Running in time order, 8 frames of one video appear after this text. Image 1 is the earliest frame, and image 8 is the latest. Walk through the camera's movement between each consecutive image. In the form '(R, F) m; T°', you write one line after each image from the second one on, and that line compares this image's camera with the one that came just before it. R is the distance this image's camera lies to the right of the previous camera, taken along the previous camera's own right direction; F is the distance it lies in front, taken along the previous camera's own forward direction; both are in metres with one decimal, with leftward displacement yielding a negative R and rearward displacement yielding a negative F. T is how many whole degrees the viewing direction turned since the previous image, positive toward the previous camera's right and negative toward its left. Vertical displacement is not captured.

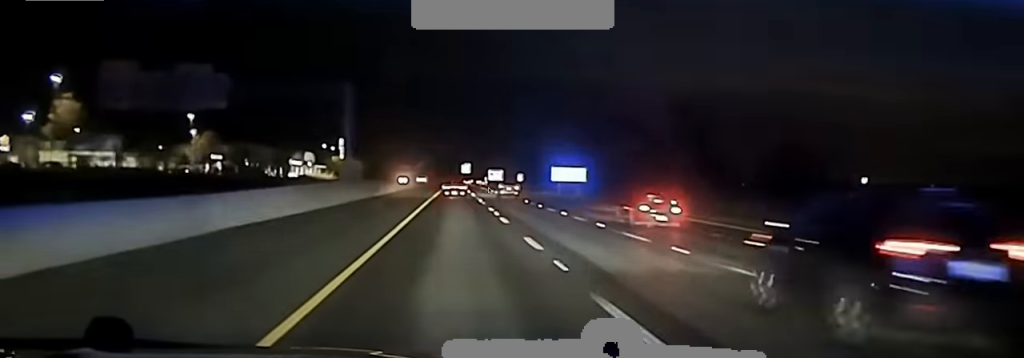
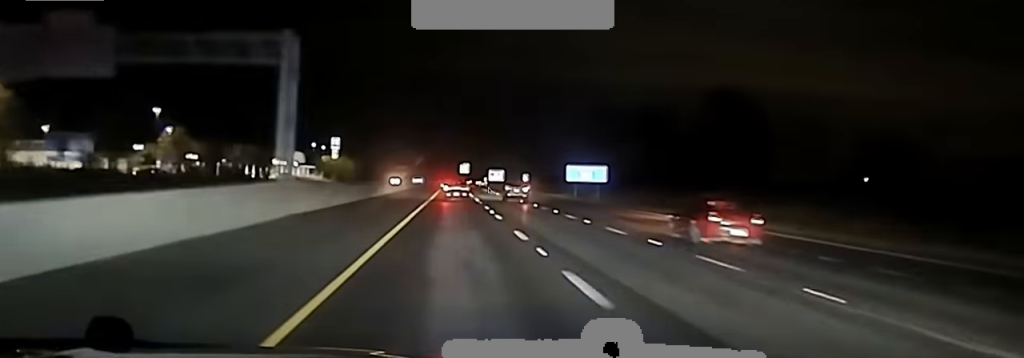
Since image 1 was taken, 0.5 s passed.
(0.0, +23.9) m; 0°
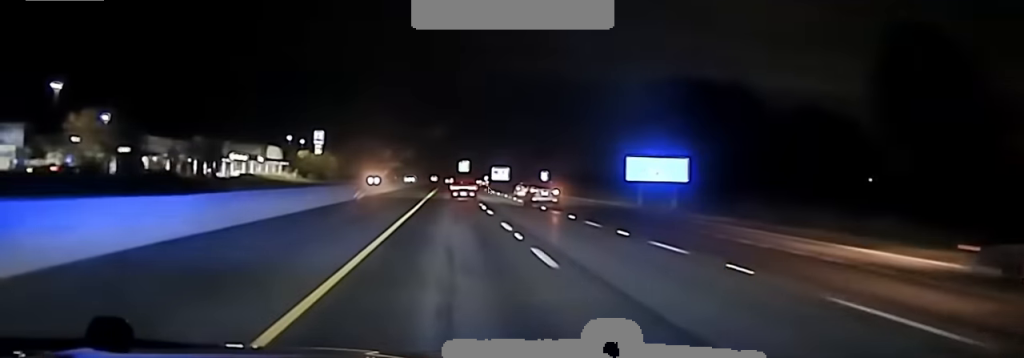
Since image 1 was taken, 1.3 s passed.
(-0.1, +48.8) m; 0°
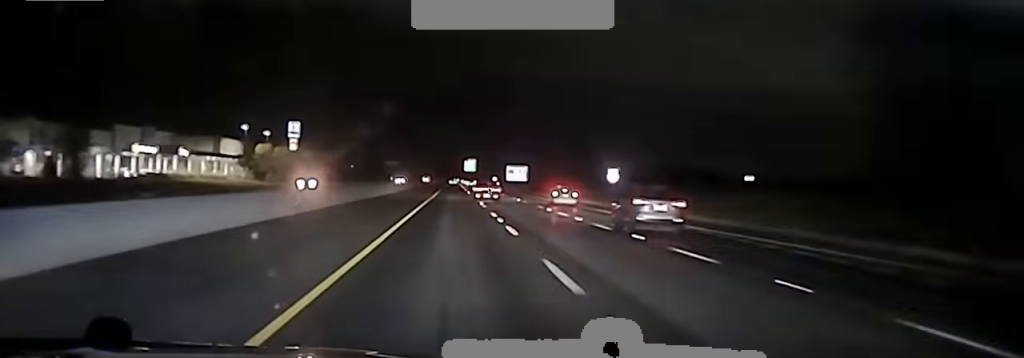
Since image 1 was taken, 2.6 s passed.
(-0.1, +67.3) m; 0°
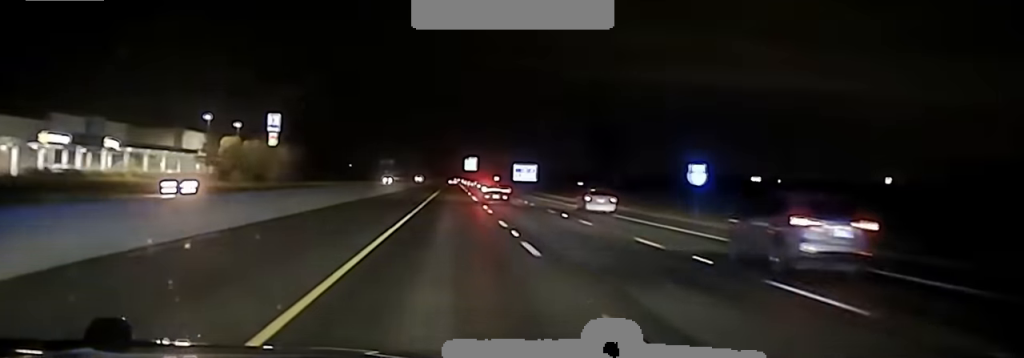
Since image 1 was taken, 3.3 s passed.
(0.0, +27.5) m; 0°
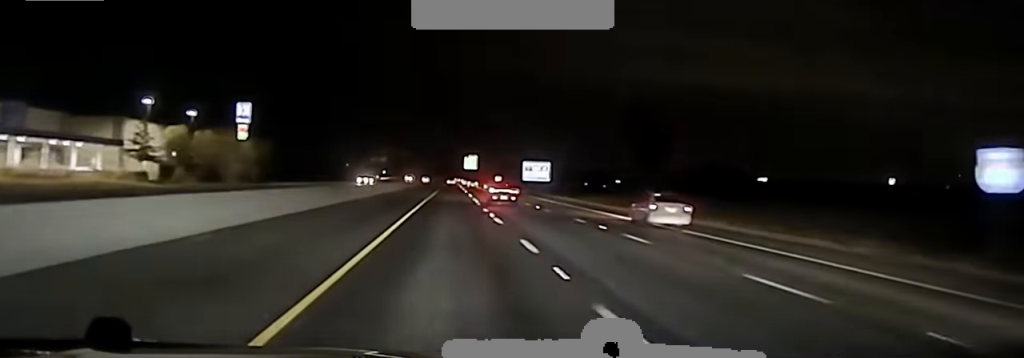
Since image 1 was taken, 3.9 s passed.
(+0.1, +29.4) m; 0°
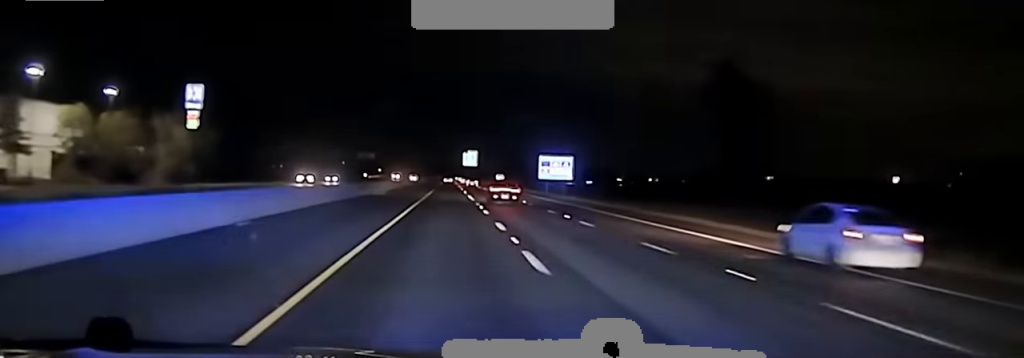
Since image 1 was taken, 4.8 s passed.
(+0.1, +37.2) m; 0°
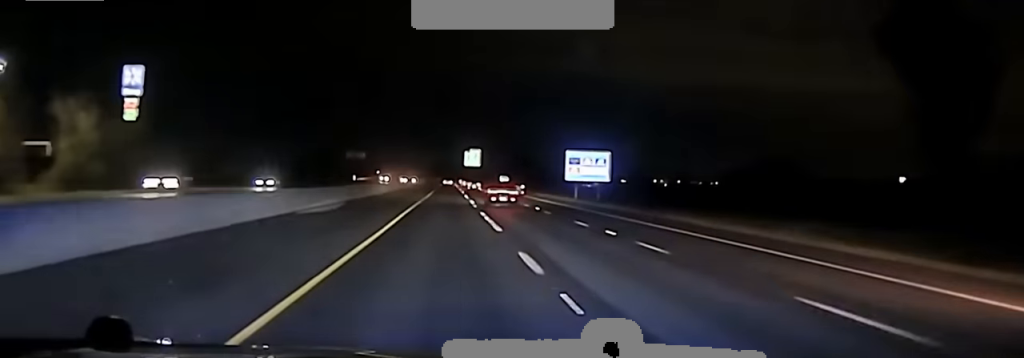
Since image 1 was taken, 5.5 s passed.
(0.0, +33.3) m; 0°
